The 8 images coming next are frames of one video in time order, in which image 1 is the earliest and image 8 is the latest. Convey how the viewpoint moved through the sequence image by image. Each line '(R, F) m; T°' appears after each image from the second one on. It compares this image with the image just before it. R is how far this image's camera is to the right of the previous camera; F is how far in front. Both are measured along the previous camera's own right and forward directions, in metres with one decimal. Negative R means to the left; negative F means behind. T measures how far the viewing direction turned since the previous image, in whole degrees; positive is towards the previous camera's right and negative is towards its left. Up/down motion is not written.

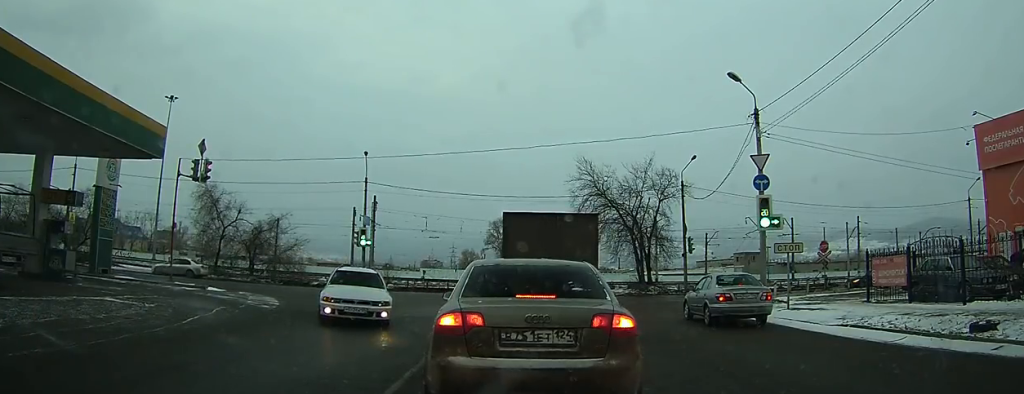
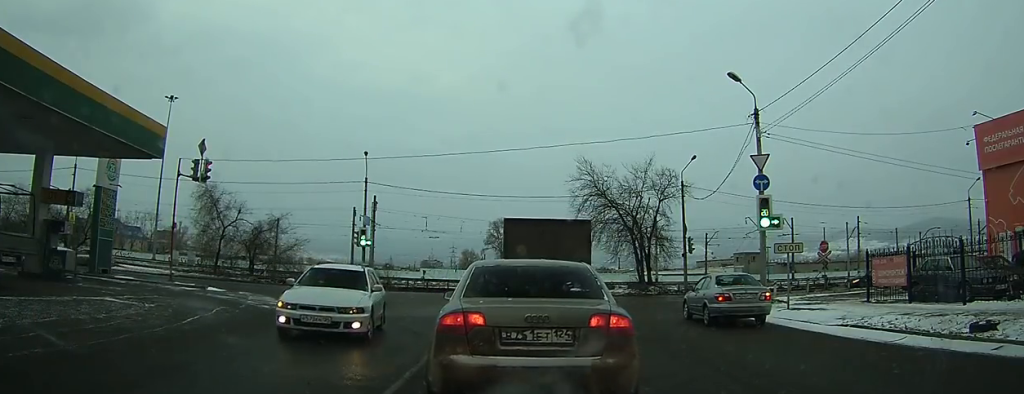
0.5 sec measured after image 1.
(0.0, 0.0) m; 0°
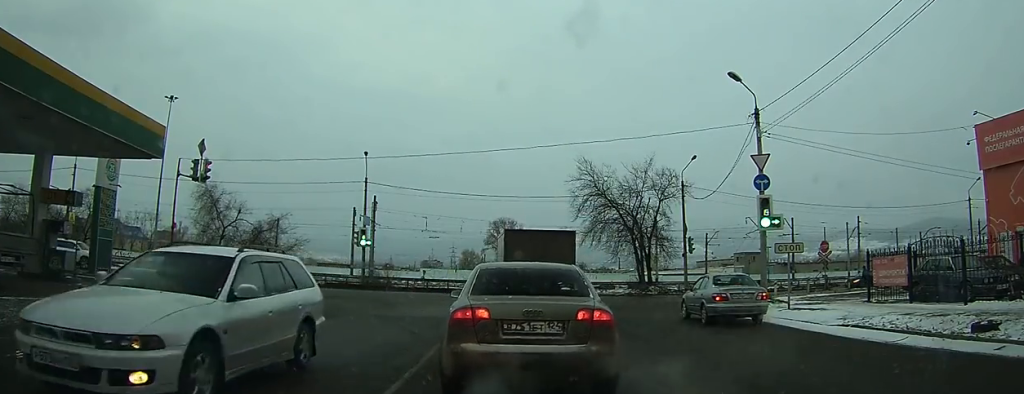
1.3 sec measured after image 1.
(0.0, 0.0) m; 0°
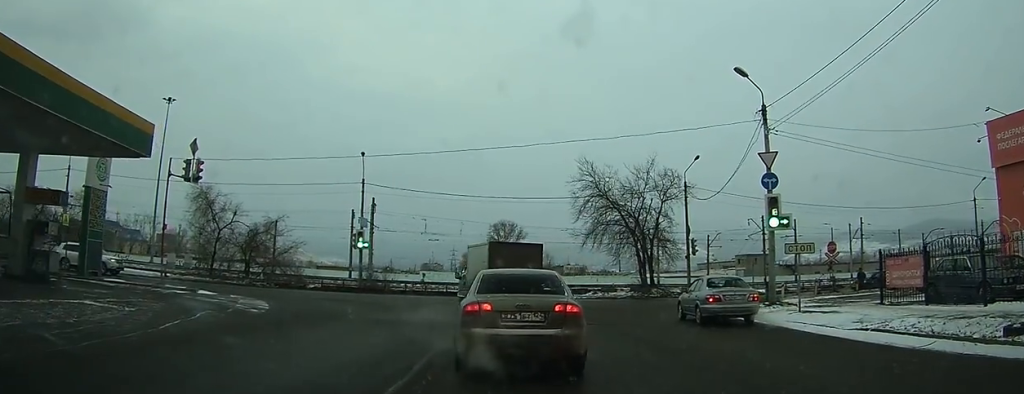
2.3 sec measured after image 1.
(0.0, +0.6) m; 0°
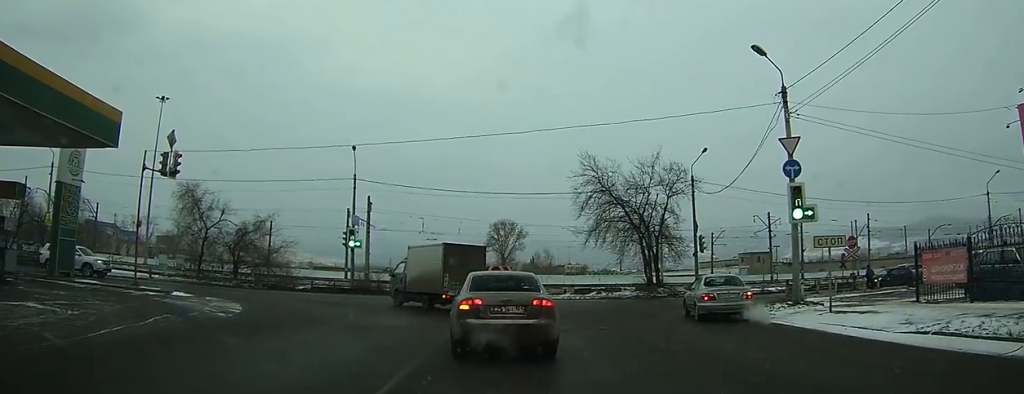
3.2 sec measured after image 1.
(+0.1, +2.2) m; 0°
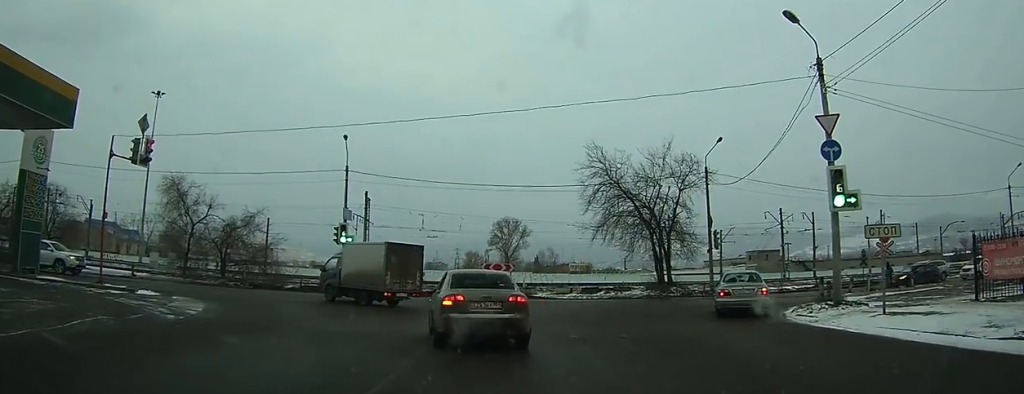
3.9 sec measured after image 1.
(-0.1, +2.8) m; -2°
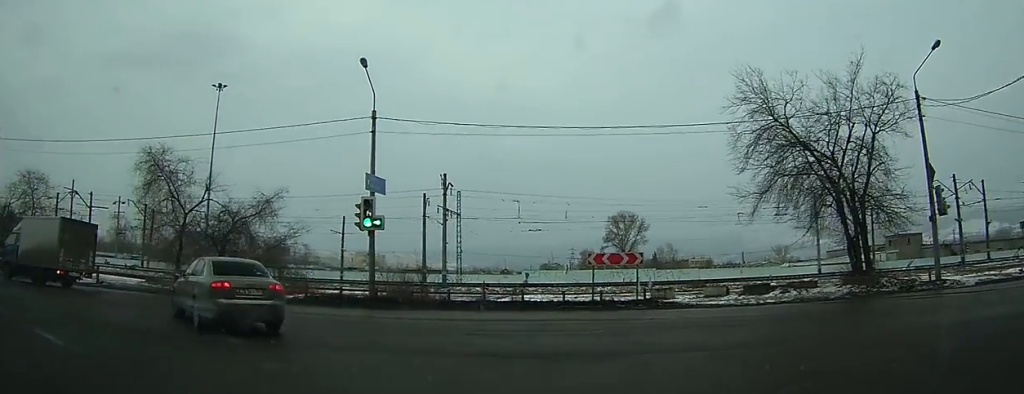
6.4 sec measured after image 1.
(-1.1, +13.1) m; -15°
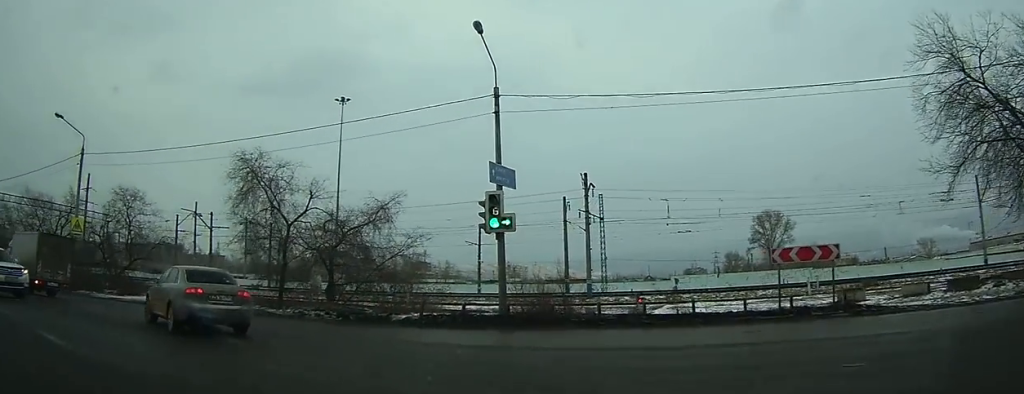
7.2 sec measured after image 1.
(-0.3, +5.2) m; -8°
